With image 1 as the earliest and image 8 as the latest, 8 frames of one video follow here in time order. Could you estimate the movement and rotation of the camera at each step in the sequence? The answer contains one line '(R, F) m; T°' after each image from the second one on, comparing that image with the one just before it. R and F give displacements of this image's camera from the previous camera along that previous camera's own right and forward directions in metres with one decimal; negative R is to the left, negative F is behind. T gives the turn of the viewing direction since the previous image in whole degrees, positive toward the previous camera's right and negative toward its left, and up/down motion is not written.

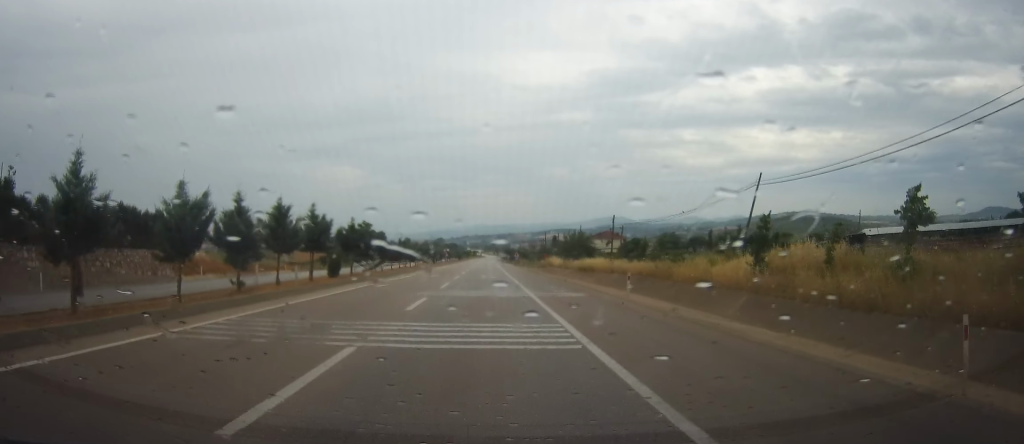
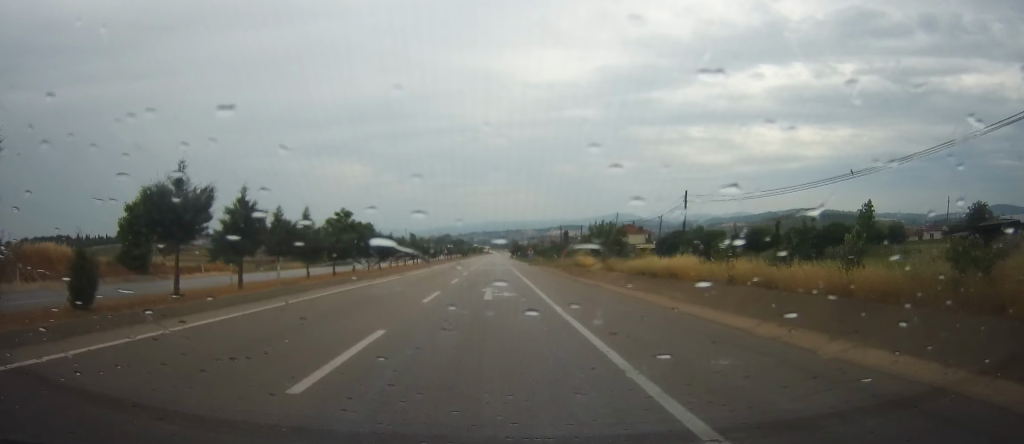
(-0.1, +22.5) m; +1°
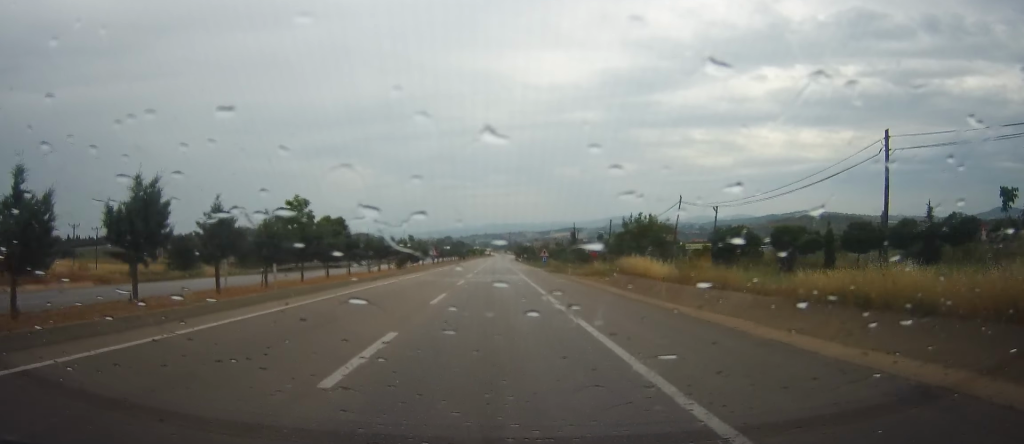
(+0.3, +23.6) m; 0°
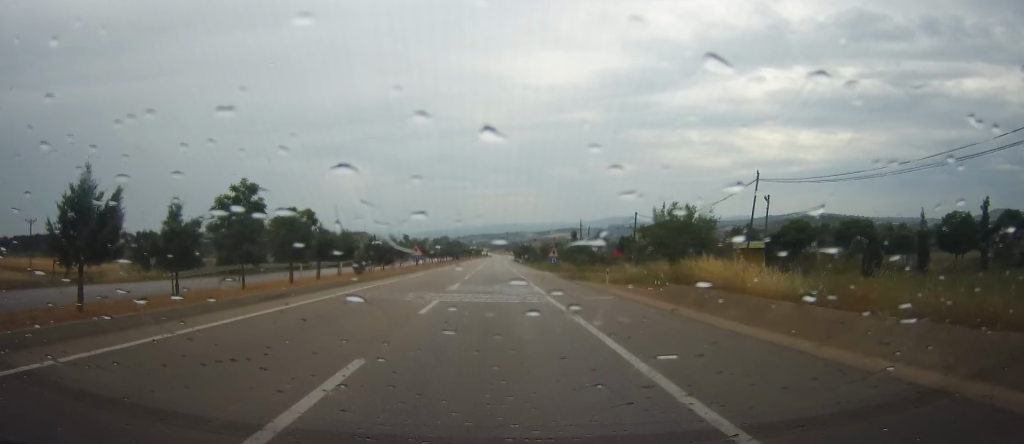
(-0.3, +15.0) m; 0°
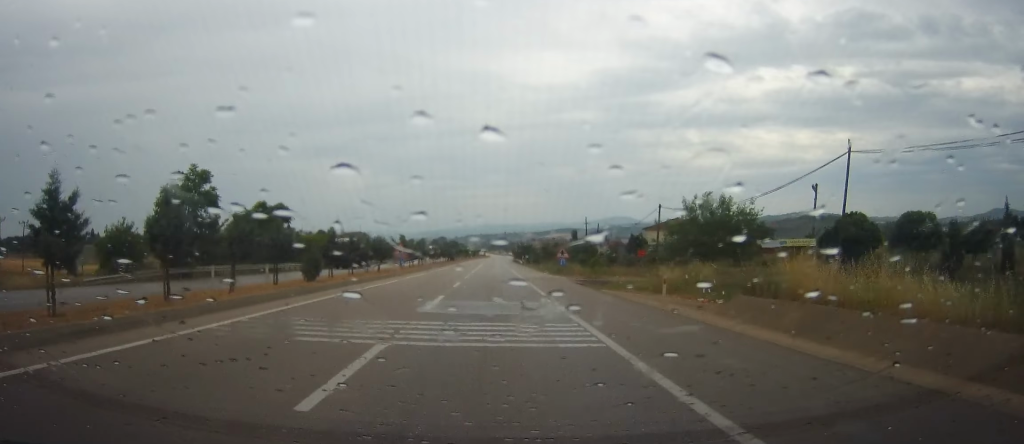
(+0.2, +10.0) m; 0°
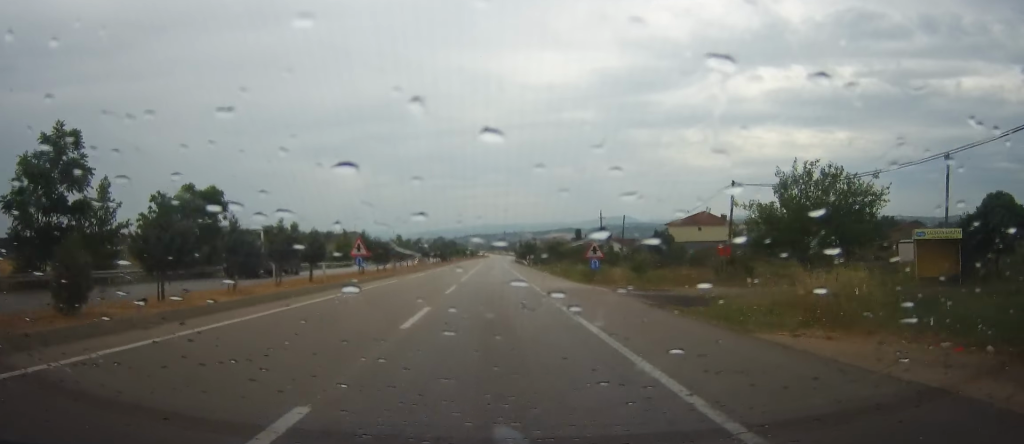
(0.0, +16.7) m; -1°
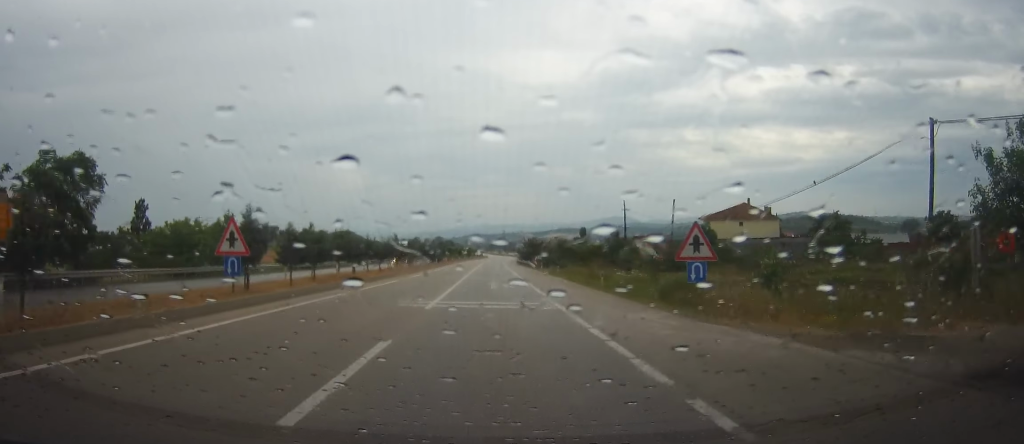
(-0.4, +18.5) m; -1°
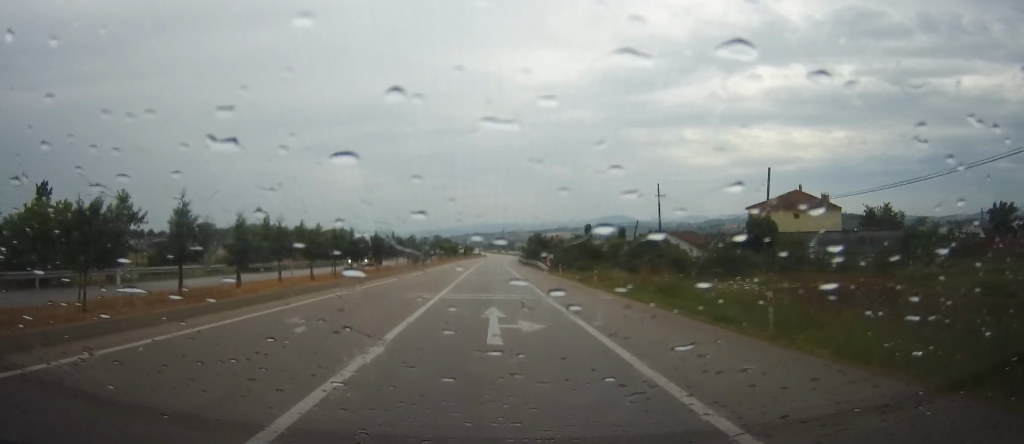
(+0.1, +17.6) m; +1°
